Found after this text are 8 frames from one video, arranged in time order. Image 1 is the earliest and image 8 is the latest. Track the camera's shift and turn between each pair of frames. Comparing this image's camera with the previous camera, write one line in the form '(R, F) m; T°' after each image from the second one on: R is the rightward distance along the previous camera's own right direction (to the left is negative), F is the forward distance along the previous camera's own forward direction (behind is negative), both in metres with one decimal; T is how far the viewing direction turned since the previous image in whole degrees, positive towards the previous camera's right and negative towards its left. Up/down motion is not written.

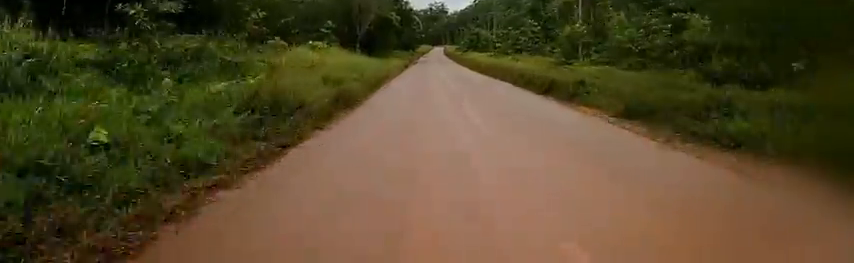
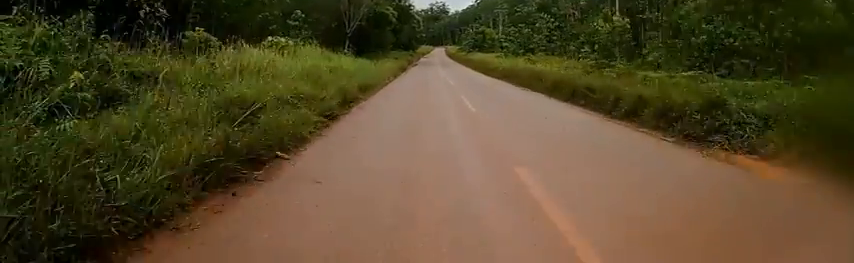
(0.0, +6.4) m; 0°
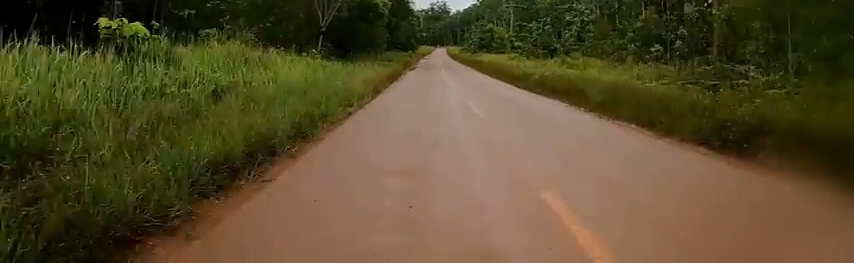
(0.0, +8.8) m; 0°
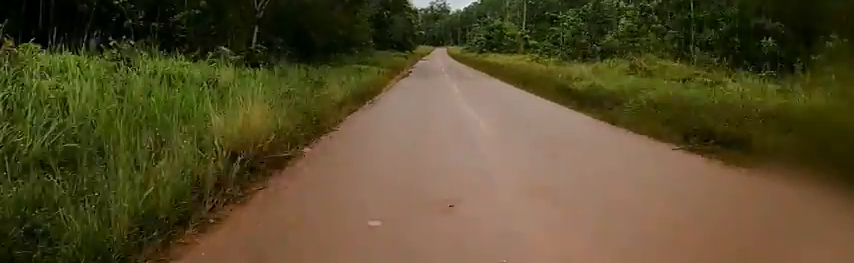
(0.0, +10.7) m; +1°
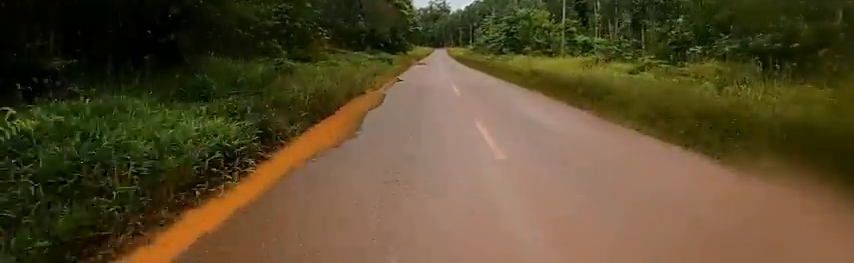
(+0.5, +17.8) m; +3°
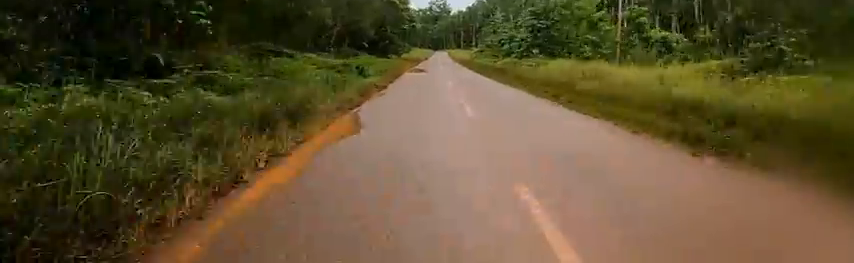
(+0.2, +12.3) m; 0°
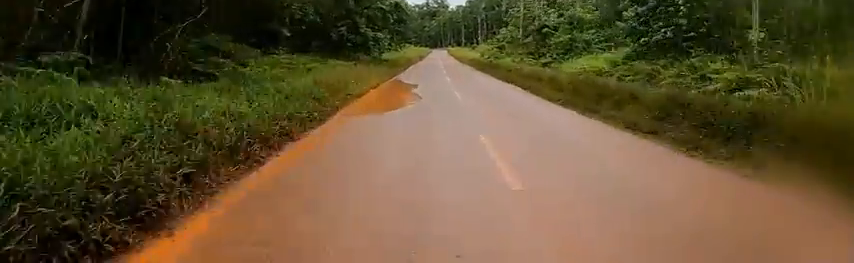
(-0.8, +20.7) m; -4°
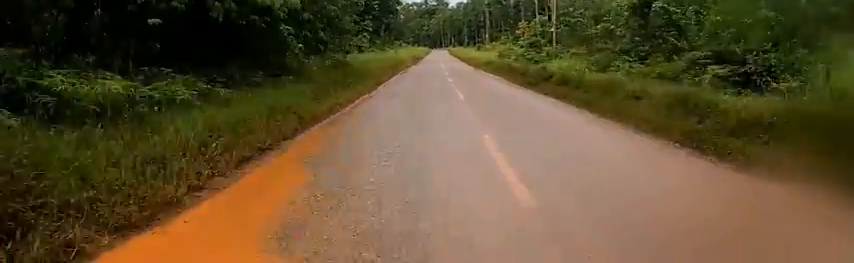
(0.0, +16.3) m; 0°
